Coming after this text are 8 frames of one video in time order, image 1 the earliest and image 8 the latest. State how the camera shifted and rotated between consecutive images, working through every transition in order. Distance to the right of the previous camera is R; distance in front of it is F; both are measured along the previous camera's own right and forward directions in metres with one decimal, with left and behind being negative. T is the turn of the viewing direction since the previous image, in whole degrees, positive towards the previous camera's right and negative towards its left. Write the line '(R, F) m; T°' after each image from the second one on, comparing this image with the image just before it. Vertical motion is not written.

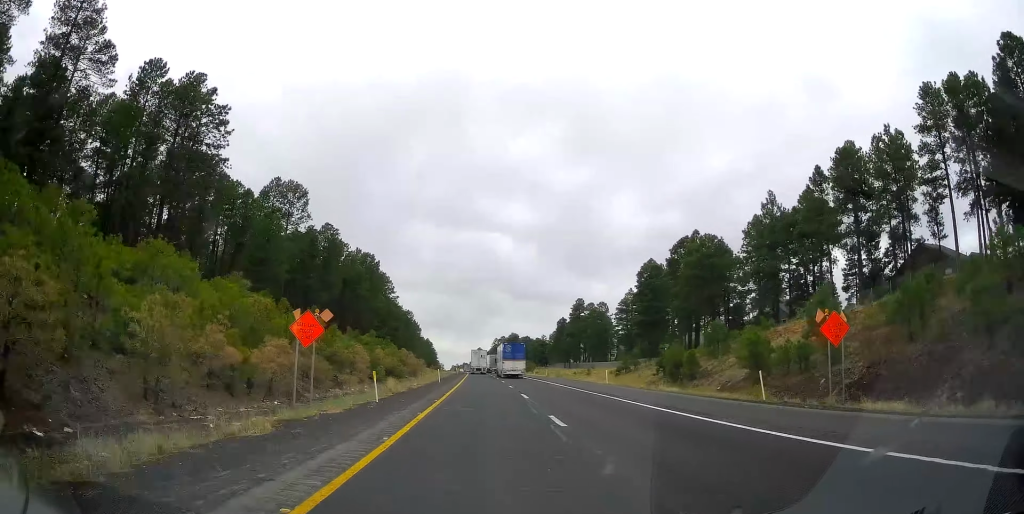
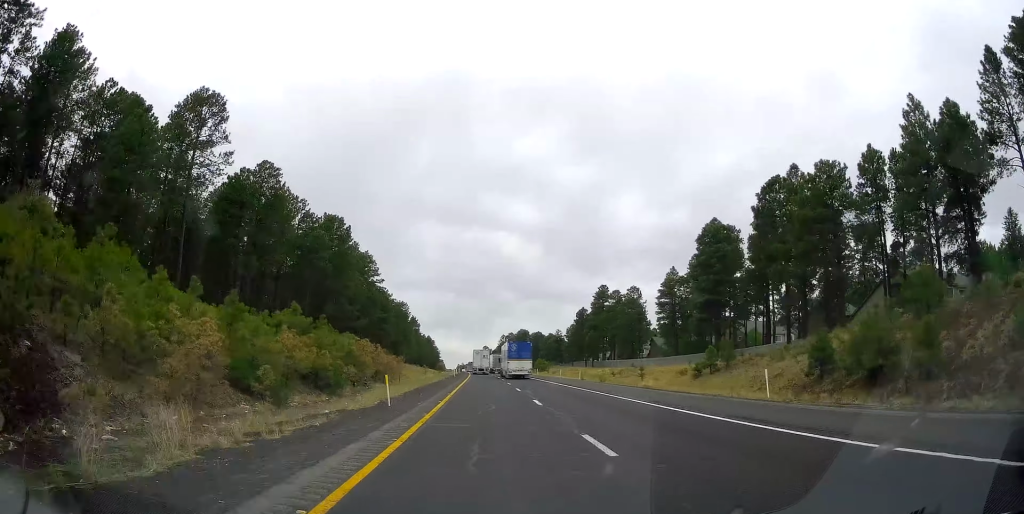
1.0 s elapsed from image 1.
(+0.3, +29.9) m; -1°
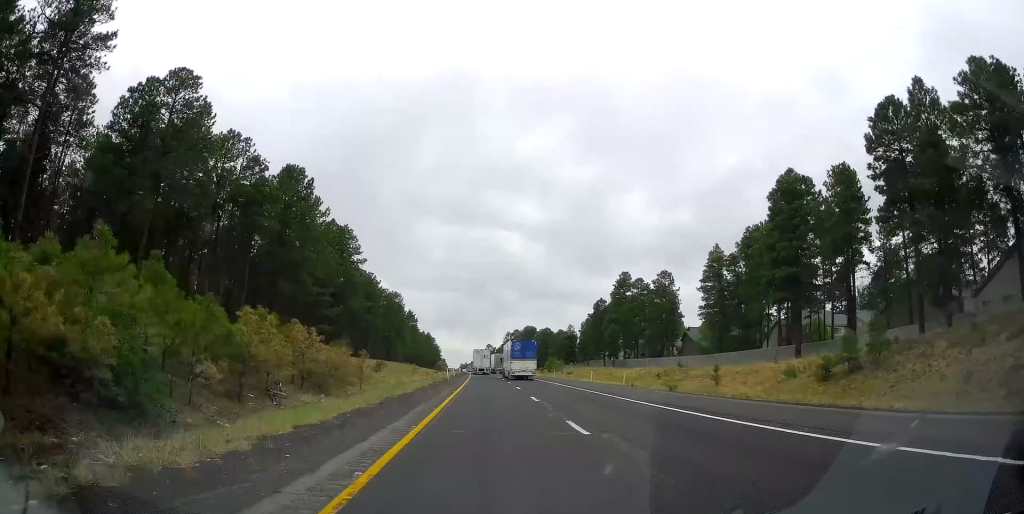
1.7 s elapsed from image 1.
(-0.7, +21.6) m; -1°
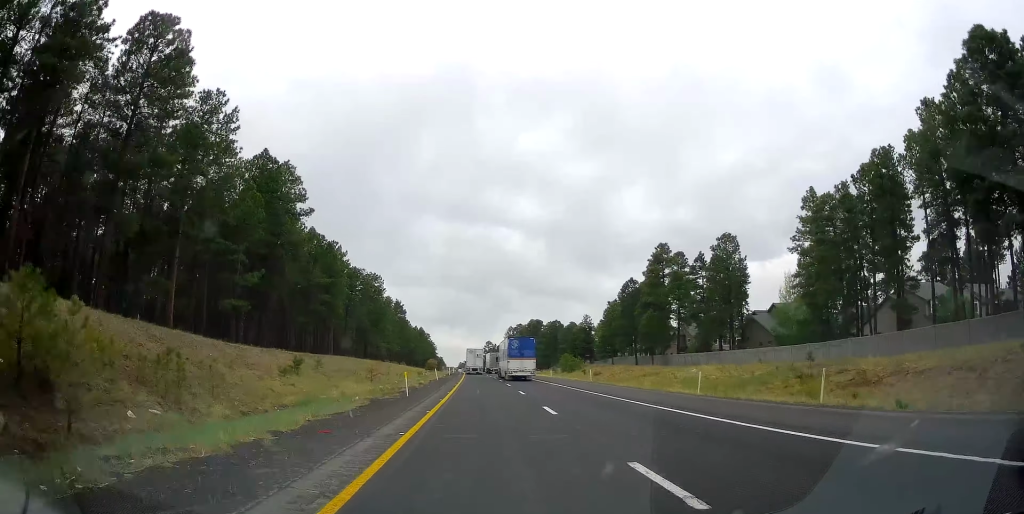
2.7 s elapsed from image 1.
(0.0, +31.8) m; 0°
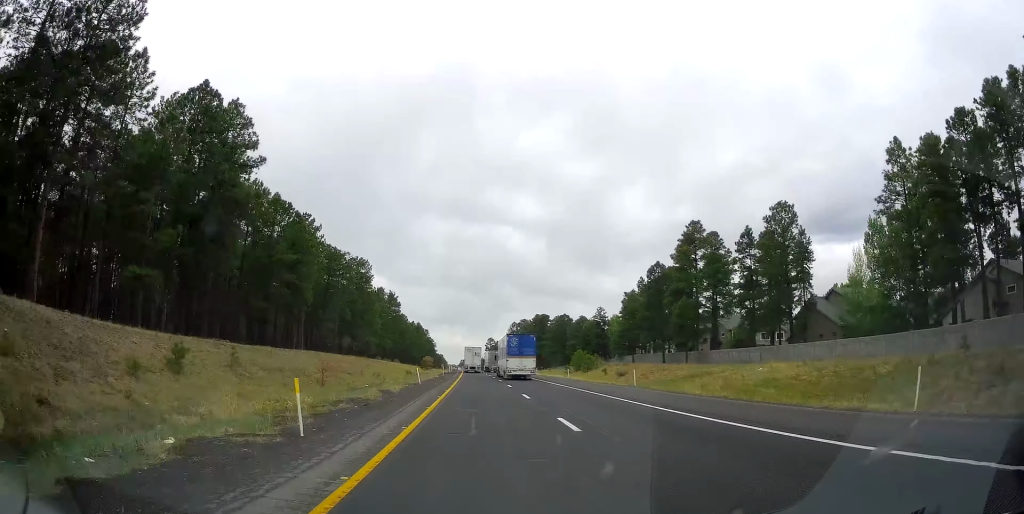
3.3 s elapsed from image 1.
(+0.1, +17.2) m; 0°
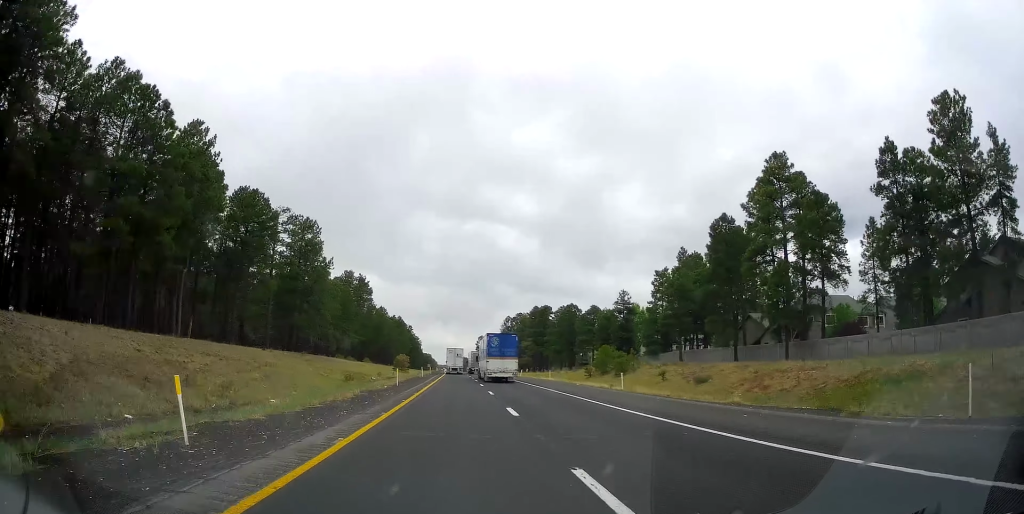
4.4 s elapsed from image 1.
(-0.3, +32.9) m; -1°
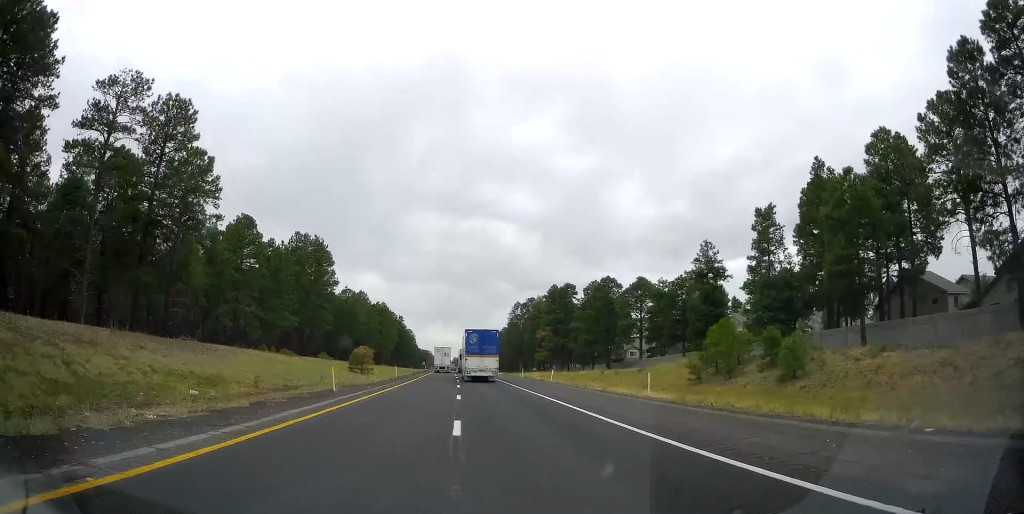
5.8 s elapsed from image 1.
(0.0, +42.9) m; +1°
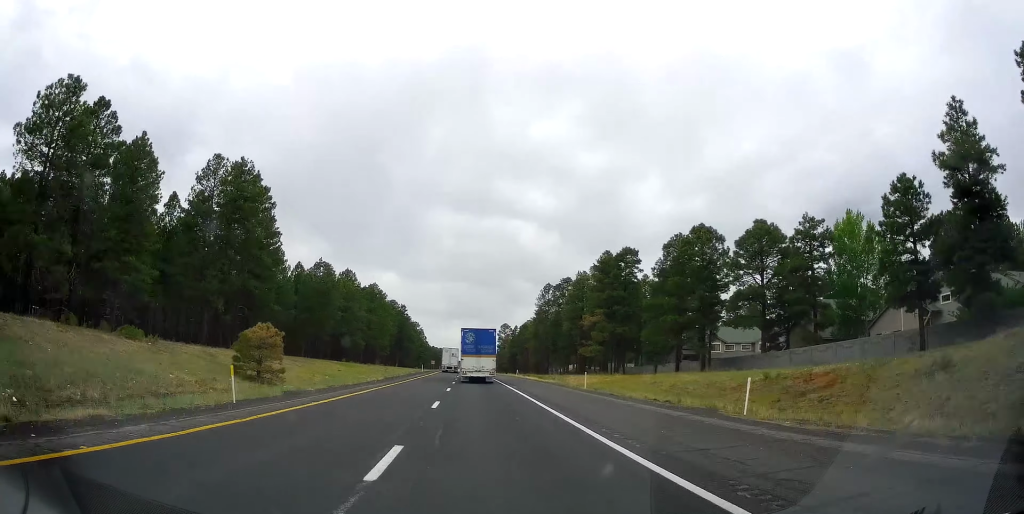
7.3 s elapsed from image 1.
(+0.4, +42.6) m; -1°
